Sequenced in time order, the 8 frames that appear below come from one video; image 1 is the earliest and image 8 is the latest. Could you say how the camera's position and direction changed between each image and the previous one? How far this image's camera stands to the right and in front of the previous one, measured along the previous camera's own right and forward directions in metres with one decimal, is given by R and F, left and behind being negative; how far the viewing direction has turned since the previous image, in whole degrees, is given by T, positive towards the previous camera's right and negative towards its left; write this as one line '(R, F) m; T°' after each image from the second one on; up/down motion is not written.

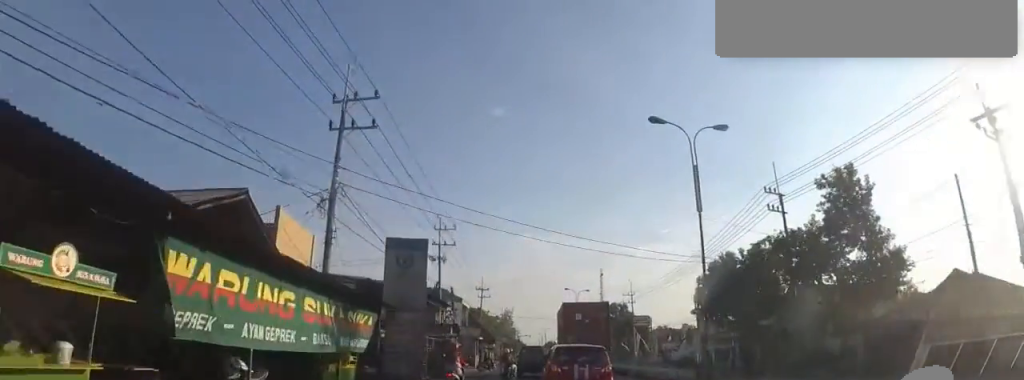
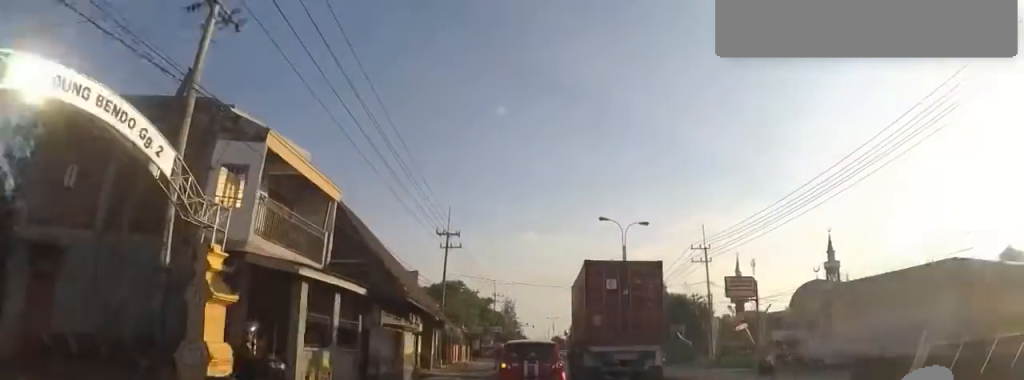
(+1.7, +31.2) m; 0°
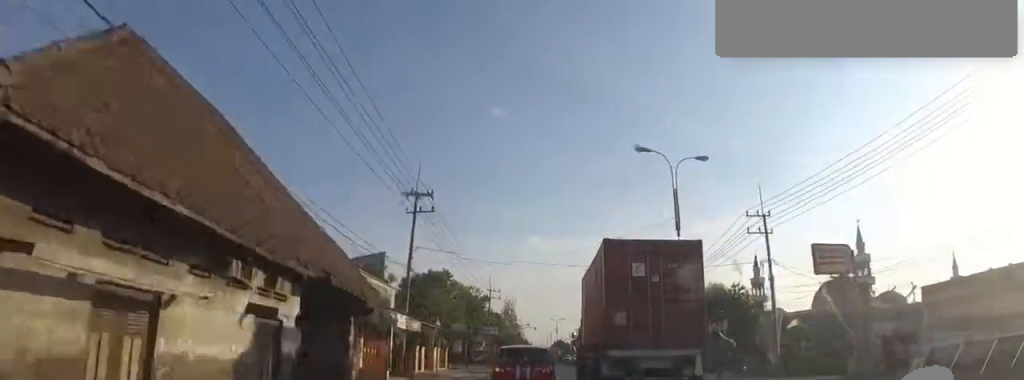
(0.0, +12.0) m; 0°
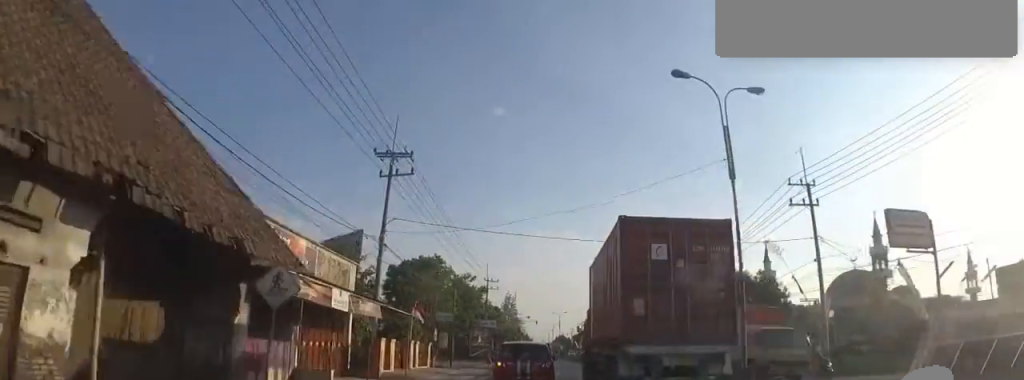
(-0.1, +5.7) m; 0°
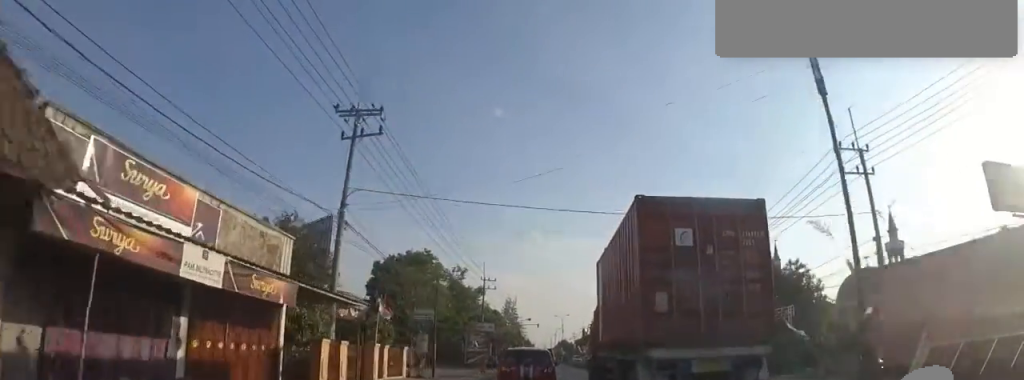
(0.0, +5.5) m; 0°
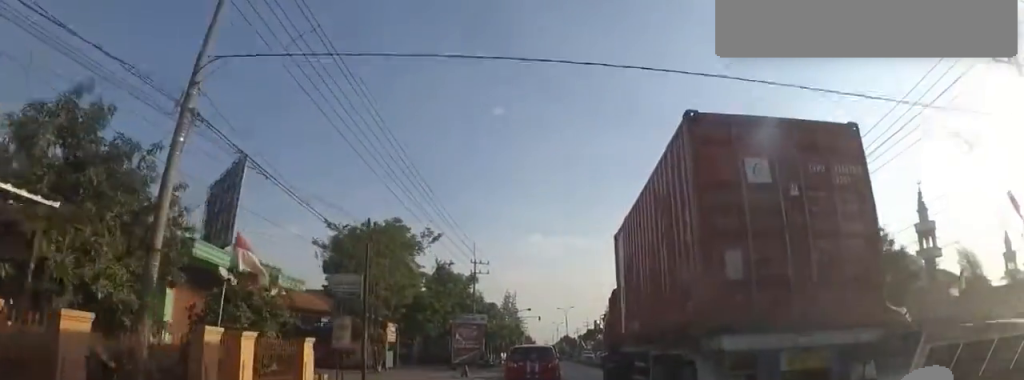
(+0.2, +9.9) m; +1°
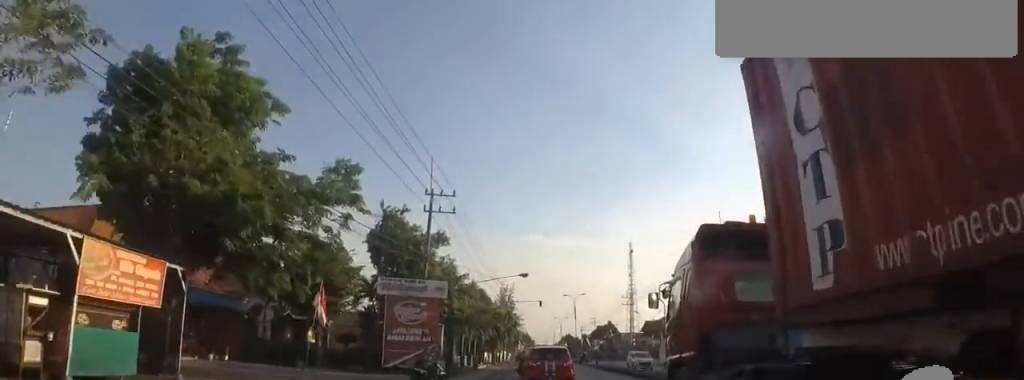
(+0.1, +22.5) m; 0°
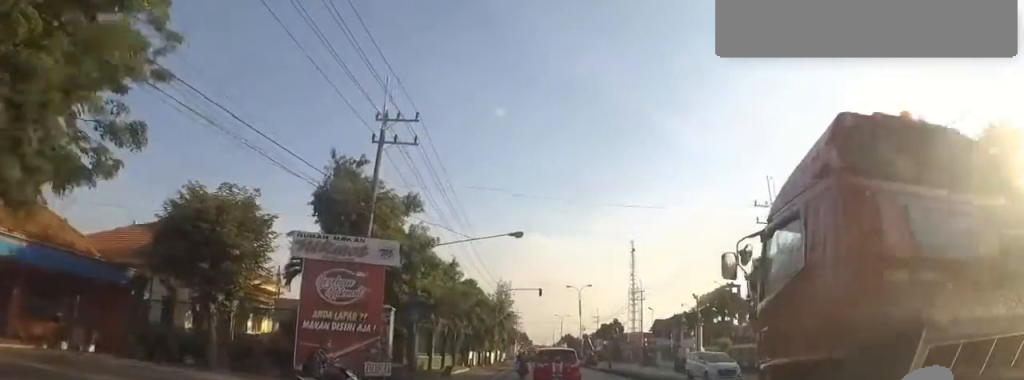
(0.0, +9.8) m; 0°
